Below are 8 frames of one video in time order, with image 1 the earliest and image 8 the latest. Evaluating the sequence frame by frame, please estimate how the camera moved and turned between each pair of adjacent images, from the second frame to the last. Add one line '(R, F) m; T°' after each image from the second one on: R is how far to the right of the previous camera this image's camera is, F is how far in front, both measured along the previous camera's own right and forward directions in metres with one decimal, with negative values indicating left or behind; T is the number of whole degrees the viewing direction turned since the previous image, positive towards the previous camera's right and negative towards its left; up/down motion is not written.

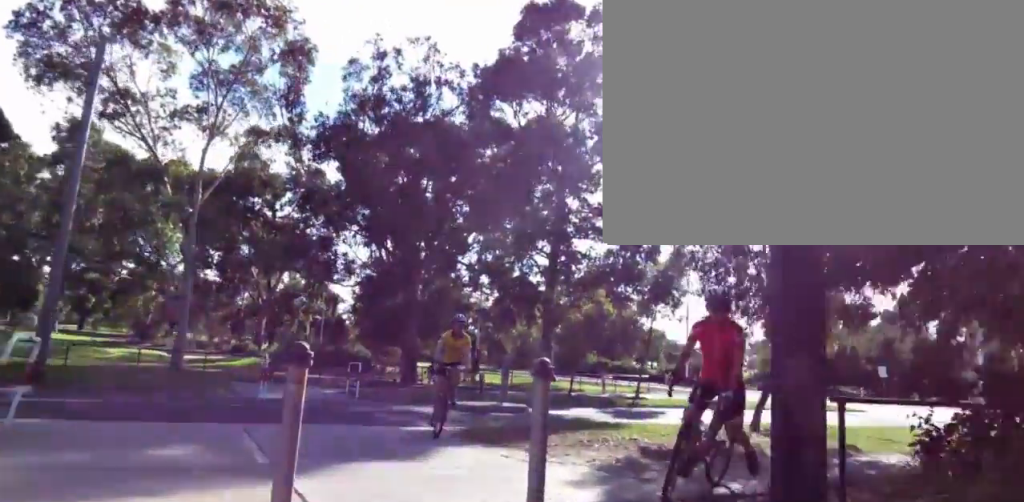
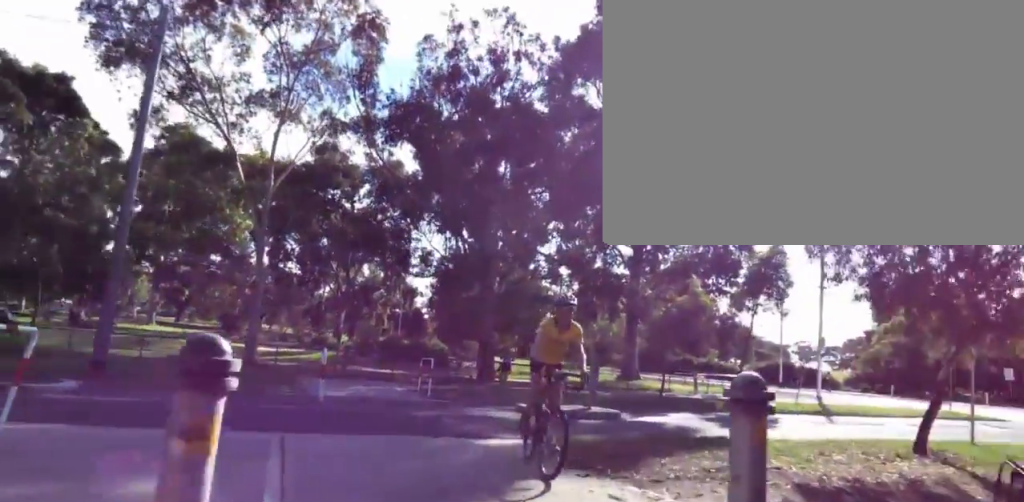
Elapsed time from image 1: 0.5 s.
(+0.4, +1.6) m; -1°
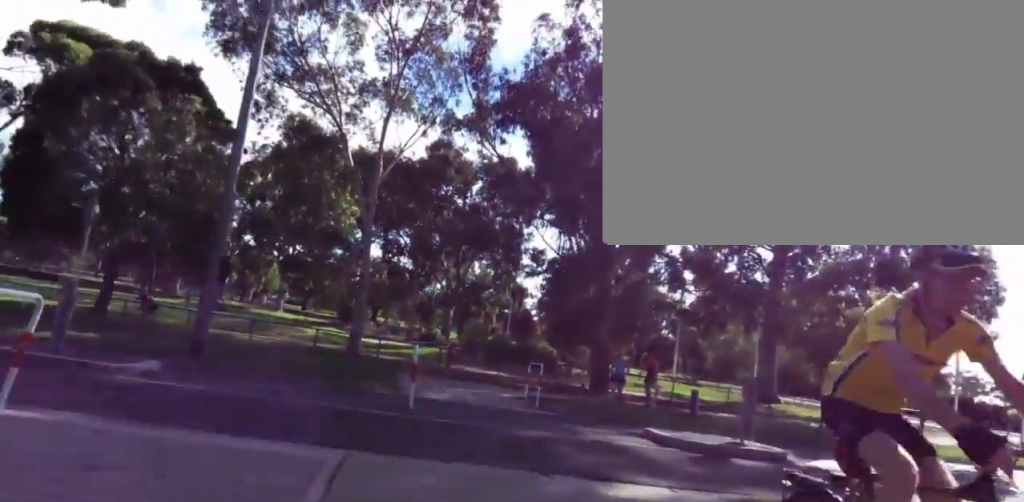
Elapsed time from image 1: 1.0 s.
(-0.3, +2.1) m; +5°
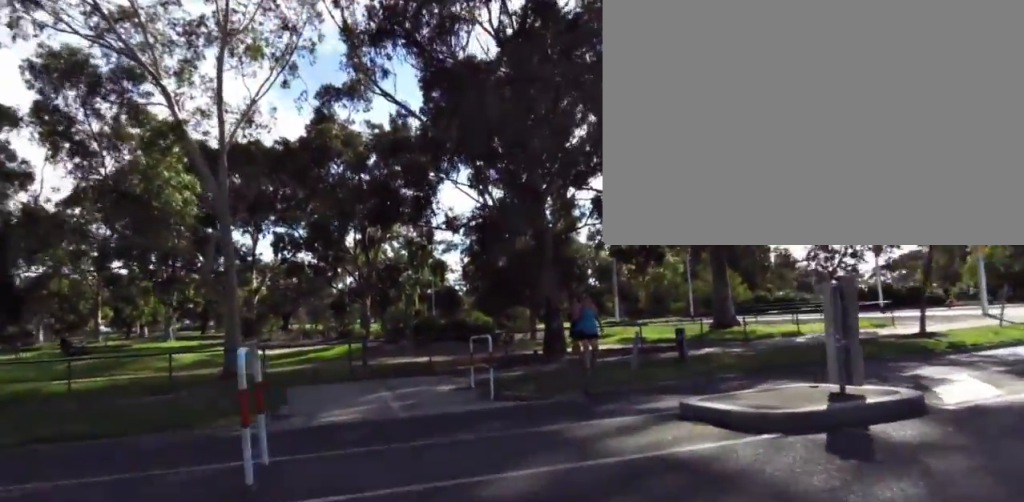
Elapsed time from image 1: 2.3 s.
(+0.7, +4.4) m; +29°
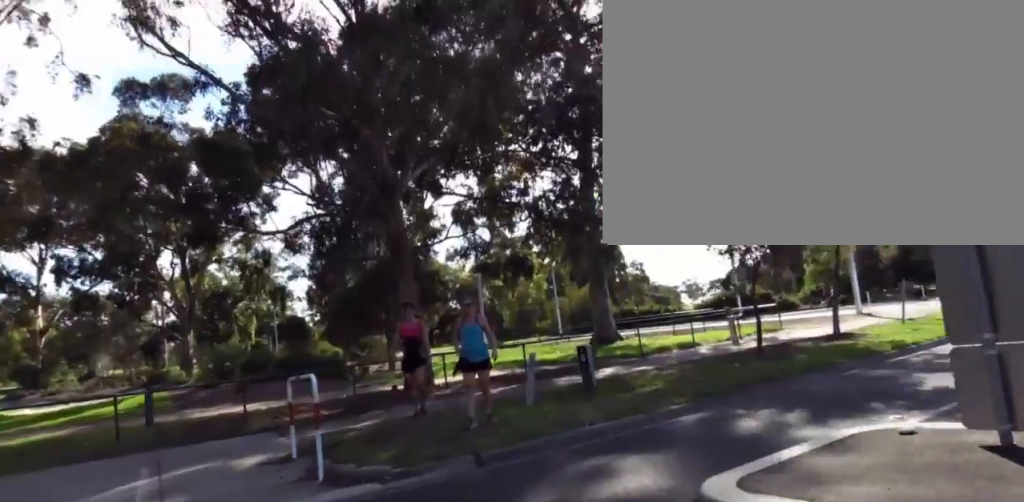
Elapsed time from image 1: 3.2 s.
(+0.9, +3.8) m; +28°
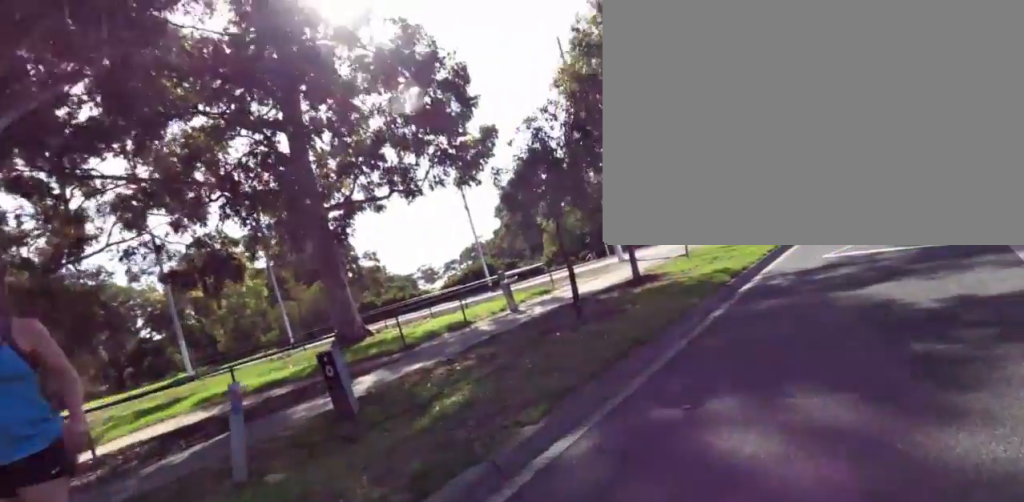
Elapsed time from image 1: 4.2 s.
(+1.2, +4.7) m; +20°
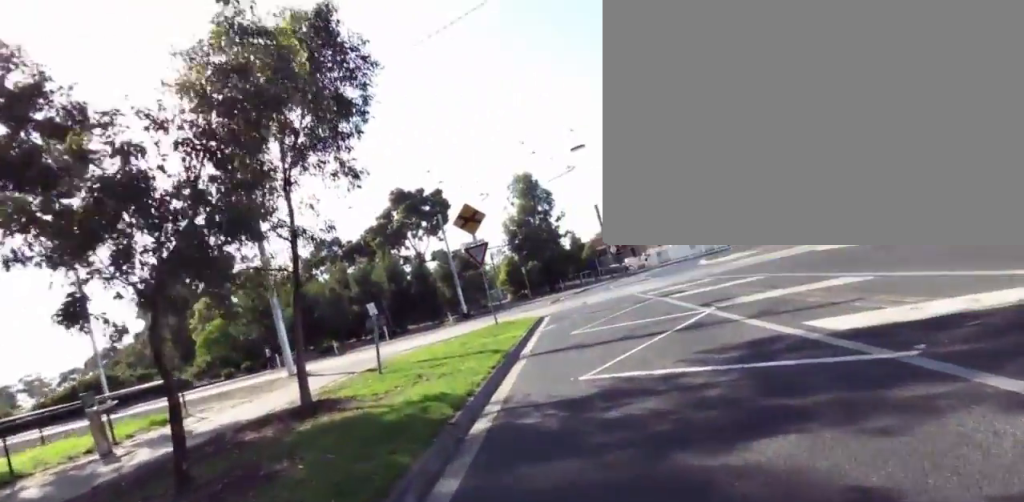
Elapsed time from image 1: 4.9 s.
(+0.4, +3.9) m; +2°
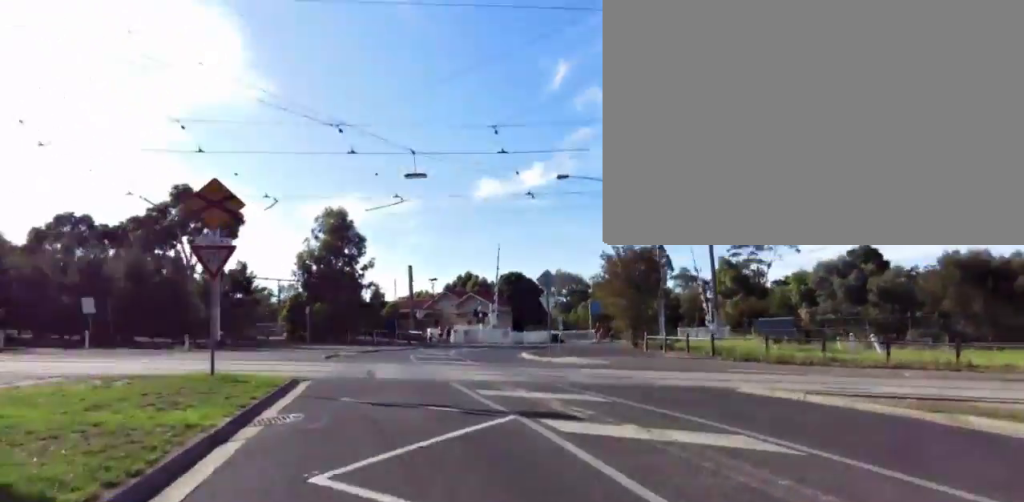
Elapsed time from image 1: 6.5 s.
(-1.0, +7.7) m; -7°
